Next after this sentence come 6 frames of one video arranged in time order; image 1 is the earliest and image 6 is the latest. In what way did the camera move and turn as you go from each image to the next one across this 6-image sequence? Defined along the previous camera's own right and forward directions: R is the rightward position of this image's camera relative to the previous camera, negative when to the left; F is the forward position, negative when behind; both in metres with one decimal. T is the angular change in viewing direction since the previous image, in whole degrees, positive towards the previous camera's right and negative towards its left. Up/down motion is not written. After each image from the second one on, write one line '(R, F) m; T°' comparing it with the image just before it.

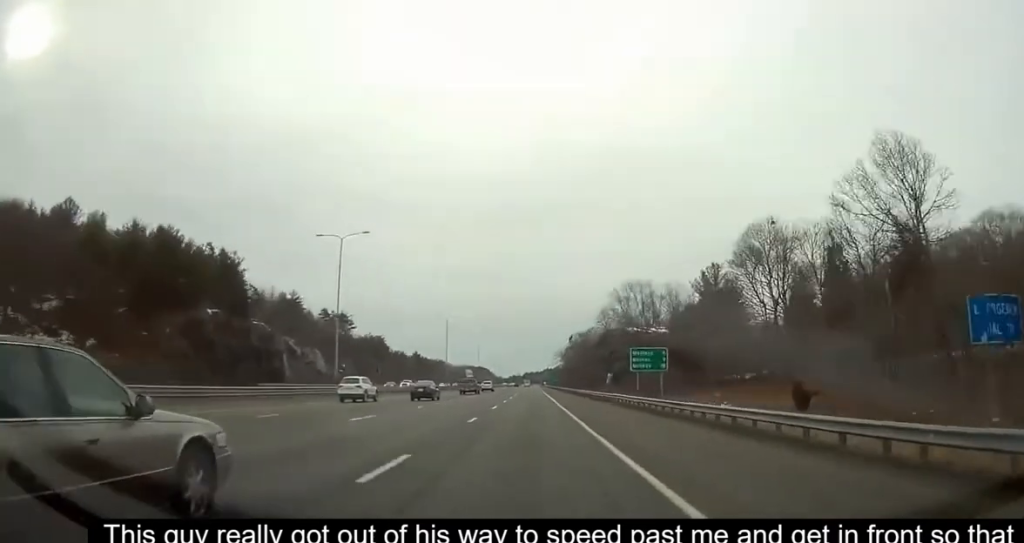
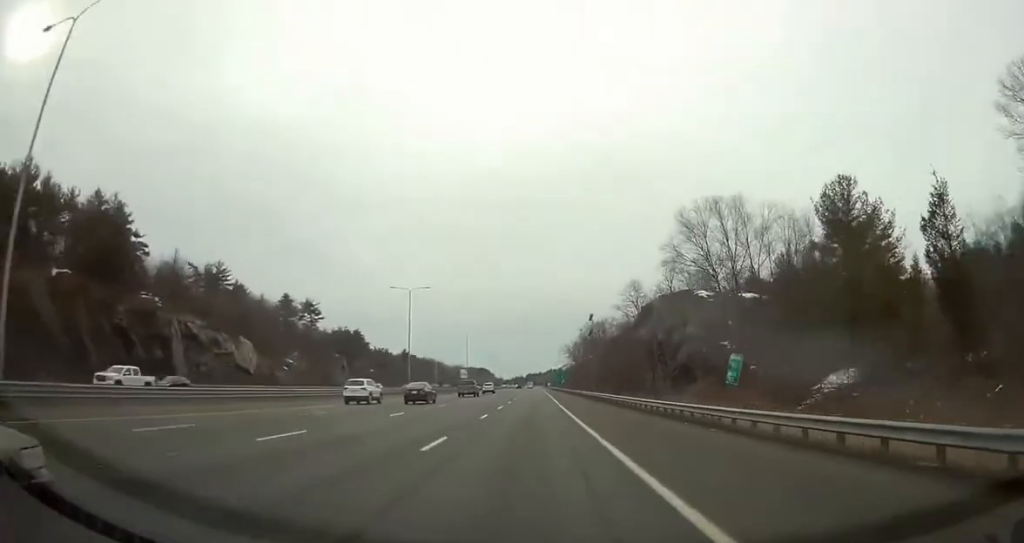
(0.0, +43.8) m; 0°
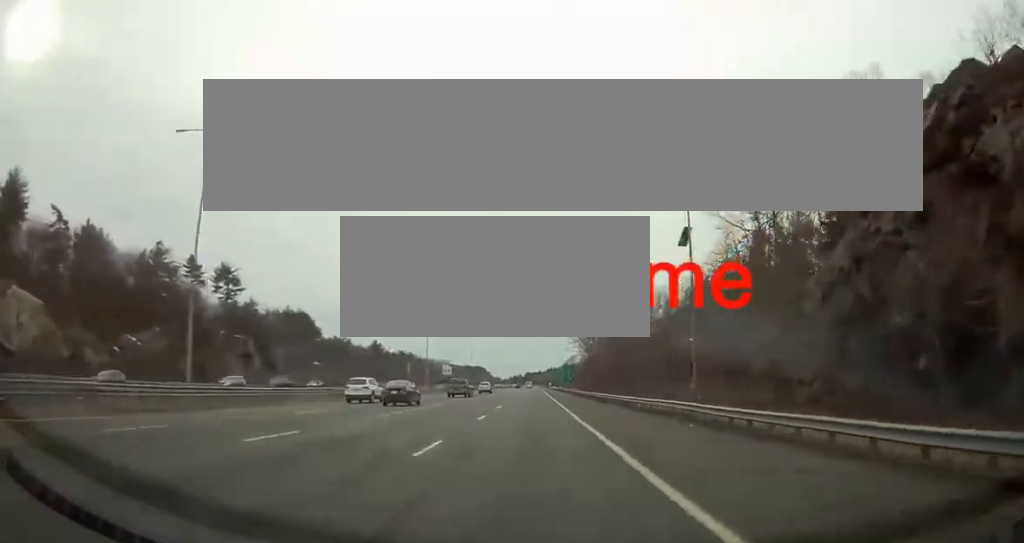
(-0.1, +62.5) m; 0°
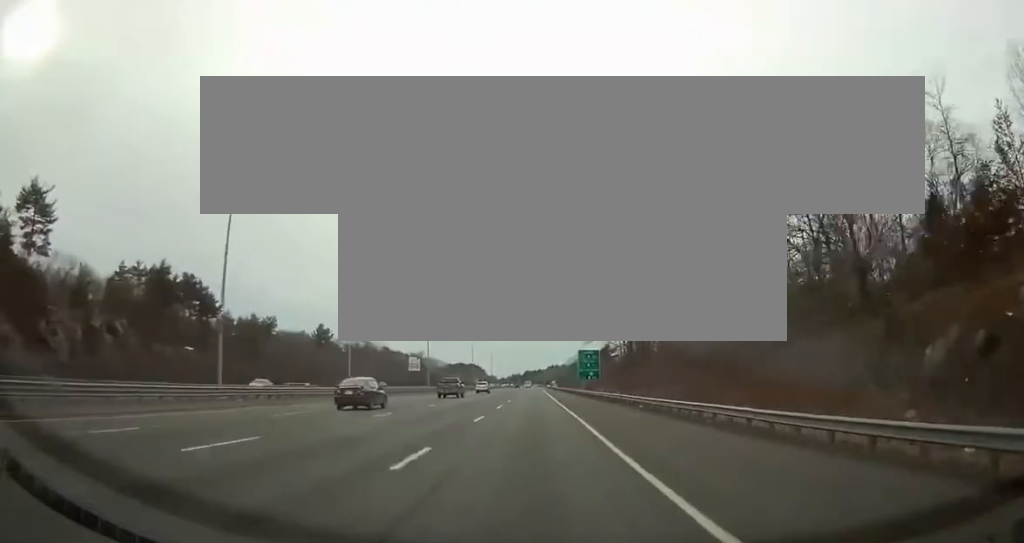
(+0.1, +74.6) m; +1°
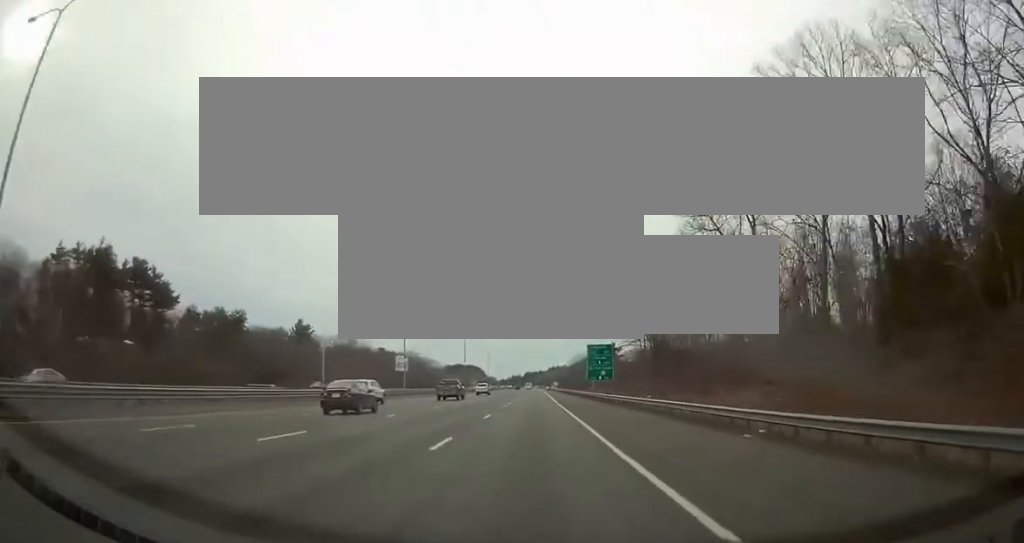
(0.0, +20.9) m; -1°
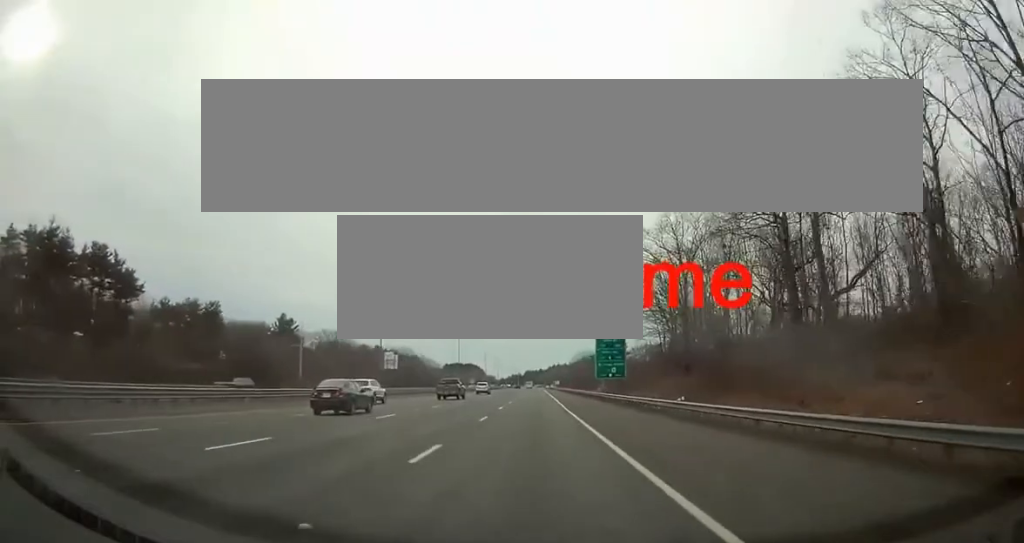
(0.0, +14.3) m; 0°
